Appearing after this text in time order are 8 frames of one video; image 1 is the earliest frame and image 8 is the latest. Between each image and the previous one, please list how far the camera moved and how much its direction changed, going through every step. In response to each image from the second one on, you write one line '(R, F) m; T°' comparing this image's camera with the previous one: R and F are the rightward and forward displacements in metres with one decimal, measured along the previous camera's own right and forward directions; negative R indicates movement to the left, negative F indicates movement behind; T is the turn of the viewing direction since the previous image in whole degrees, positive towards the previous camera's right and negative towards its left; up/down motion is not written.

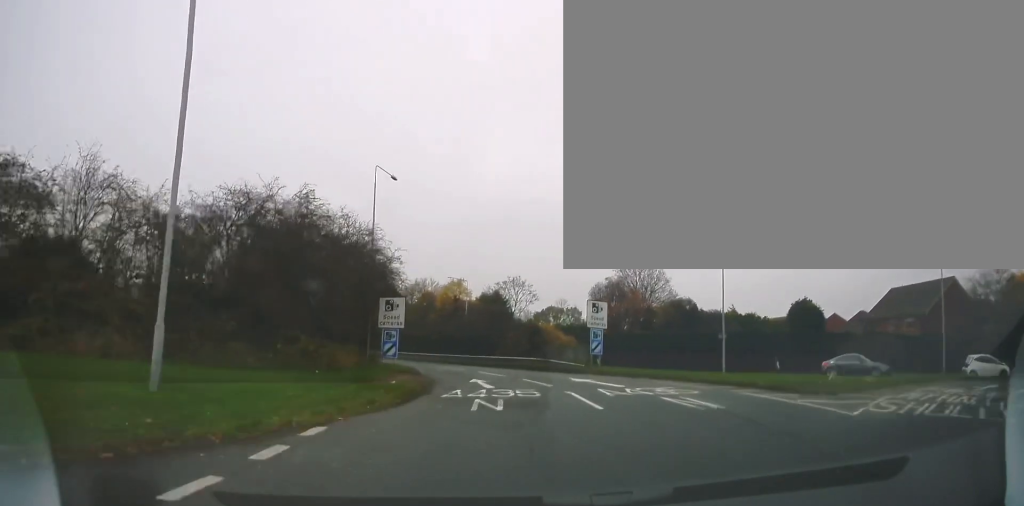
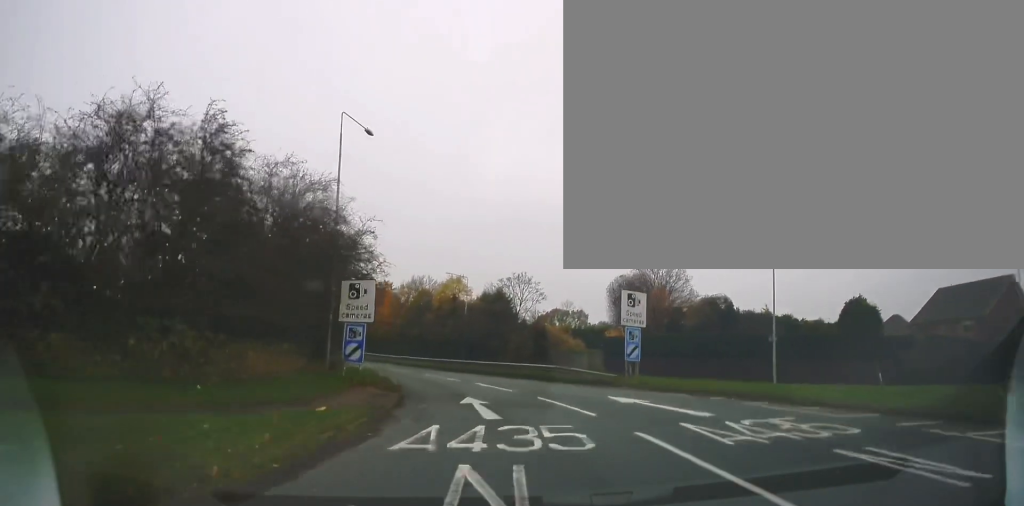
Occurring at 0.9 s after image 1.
(+0.3, +8.2) m; 0°
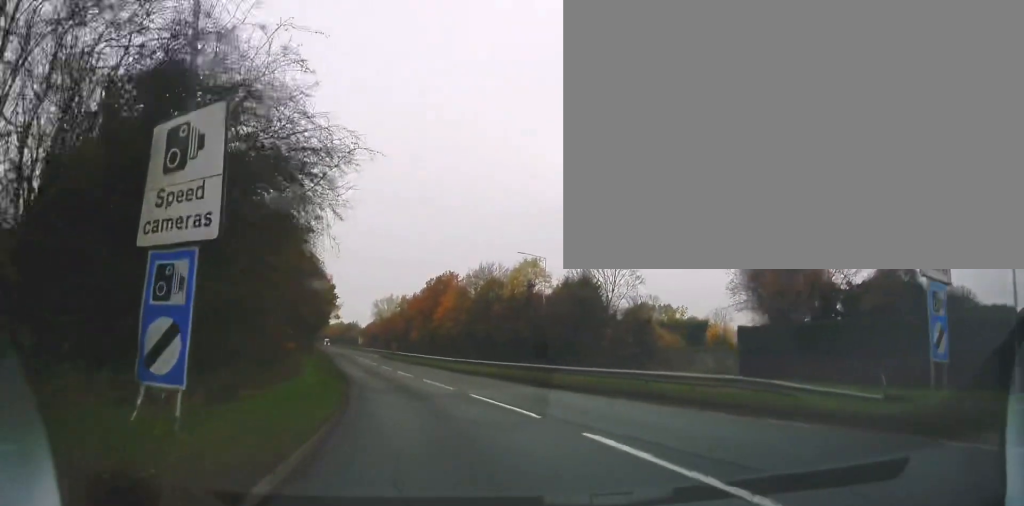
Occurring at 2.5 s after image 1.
(-1.0, +16.1) m; -8°
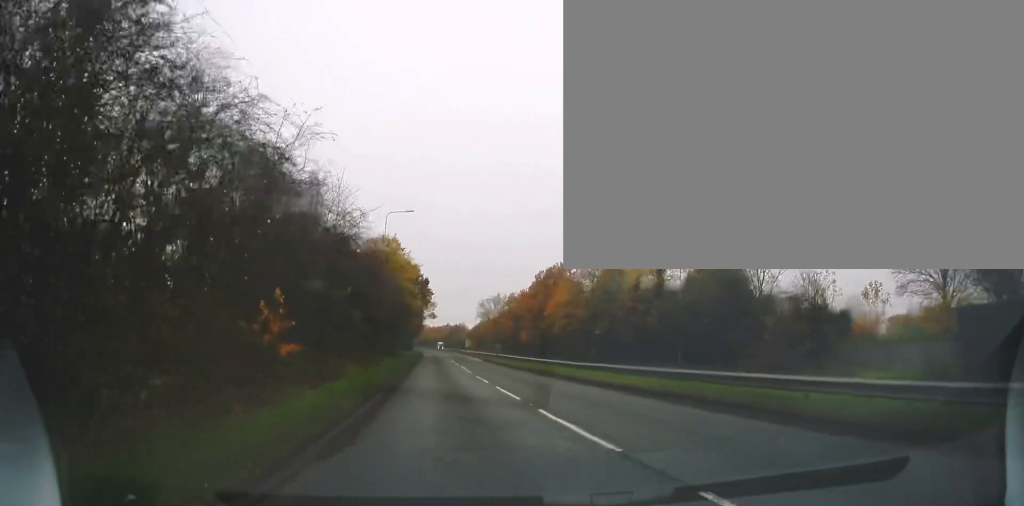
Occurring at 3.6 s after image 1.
(-0.7, +12.5) m; -8°
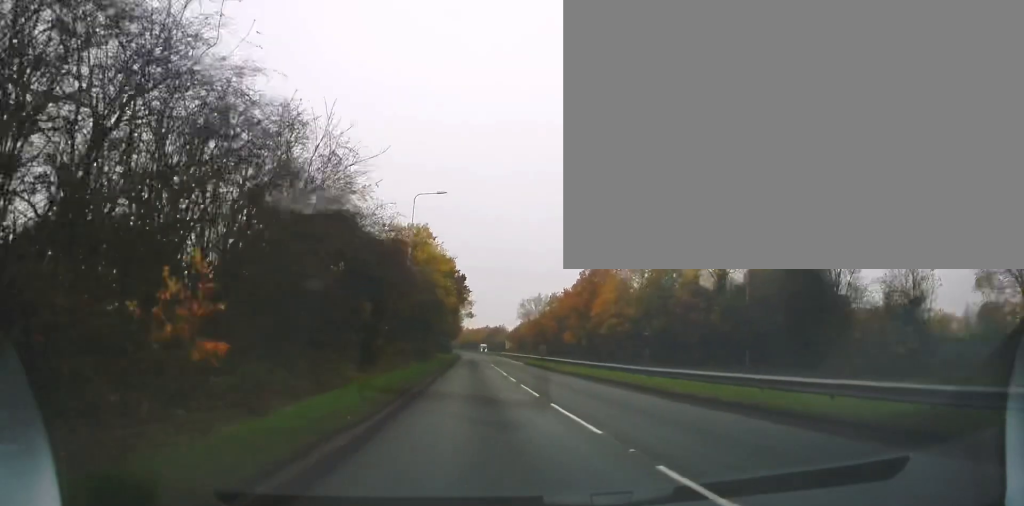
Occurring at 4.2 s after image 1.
(-0.4, +6.5) m; -3°
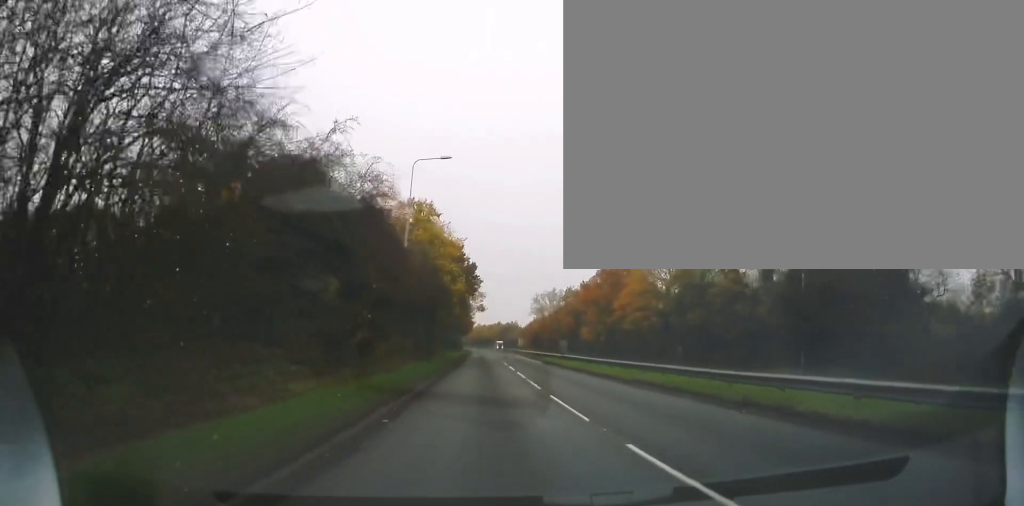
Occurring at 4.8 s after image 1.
(-0.2, +7.0) m; -2°
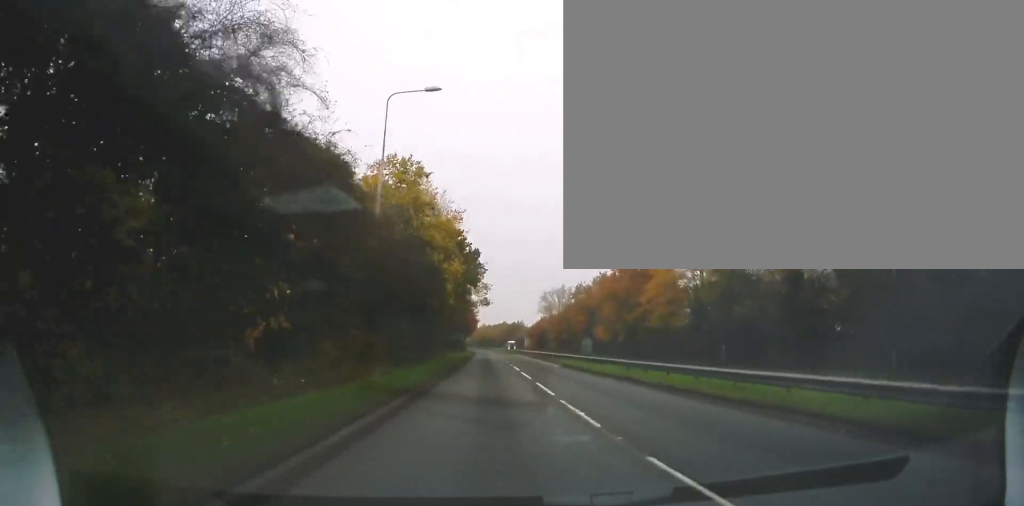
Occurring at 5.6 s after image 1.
(-0.1, +9.7) m; -2°
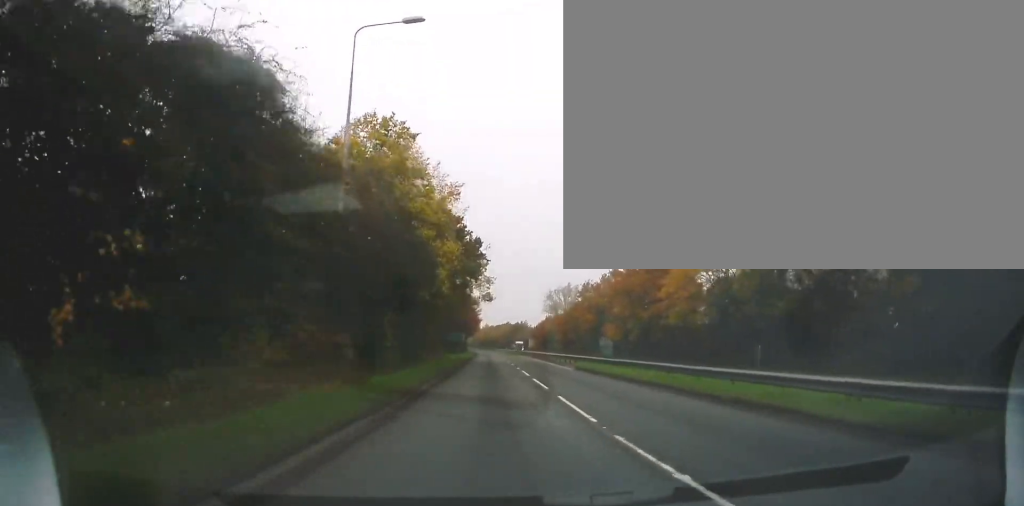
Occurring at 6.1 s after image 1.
(-0.2, +6.1) m; 0°
